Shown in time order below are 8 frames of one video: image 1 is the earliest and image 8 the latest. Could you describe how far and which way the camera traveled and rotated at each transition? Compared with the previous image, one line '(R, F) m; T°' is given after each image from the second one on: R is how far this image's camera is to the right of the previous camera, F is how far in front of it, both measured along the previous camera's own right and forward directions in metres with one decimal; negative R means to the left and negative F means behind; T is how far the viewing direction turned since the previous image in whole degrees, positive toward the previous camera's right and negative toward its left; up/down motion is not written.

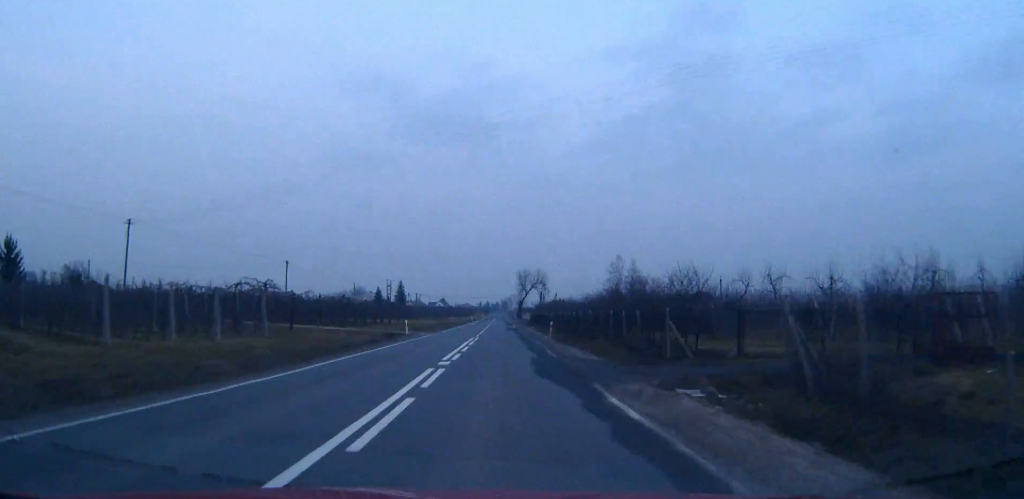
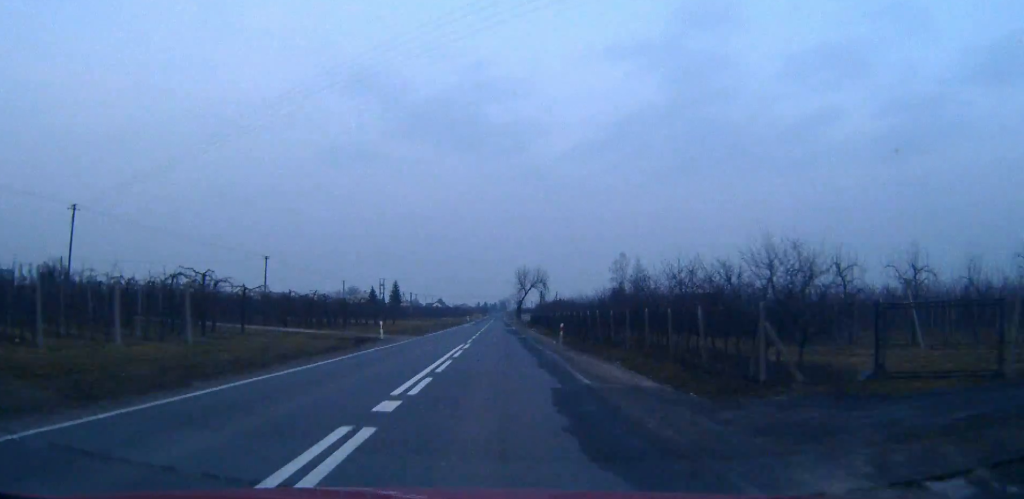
(0.0, +9.0) m; 0°
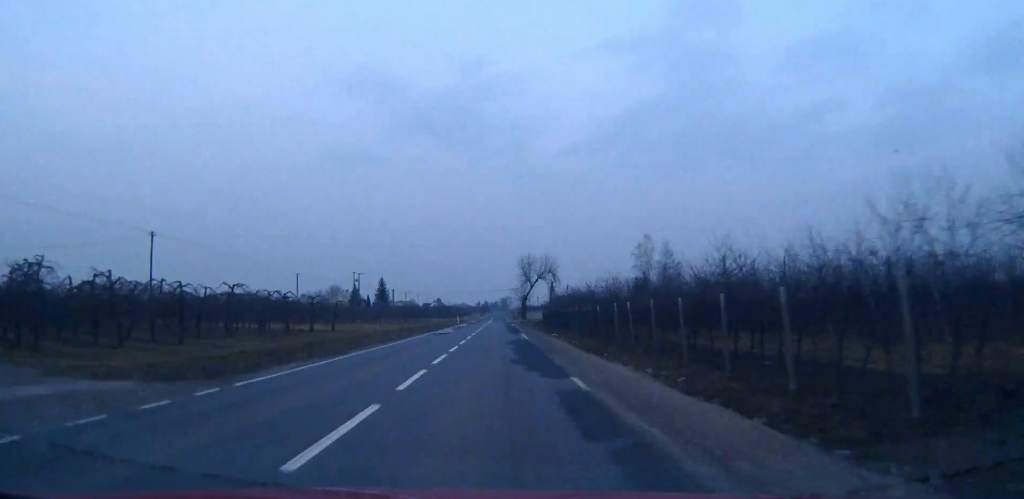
(+0.1, +33.9) m; 0°
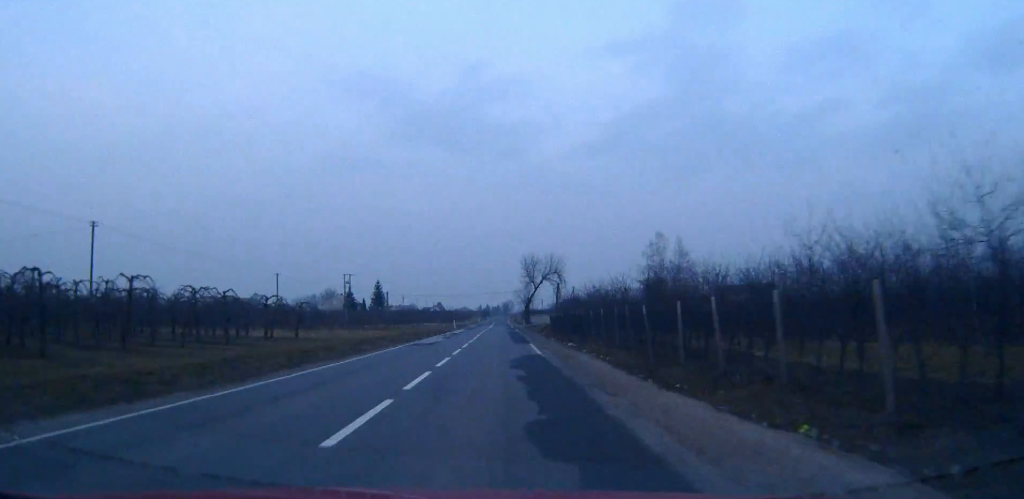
(0.0, +11.1) m; 0°
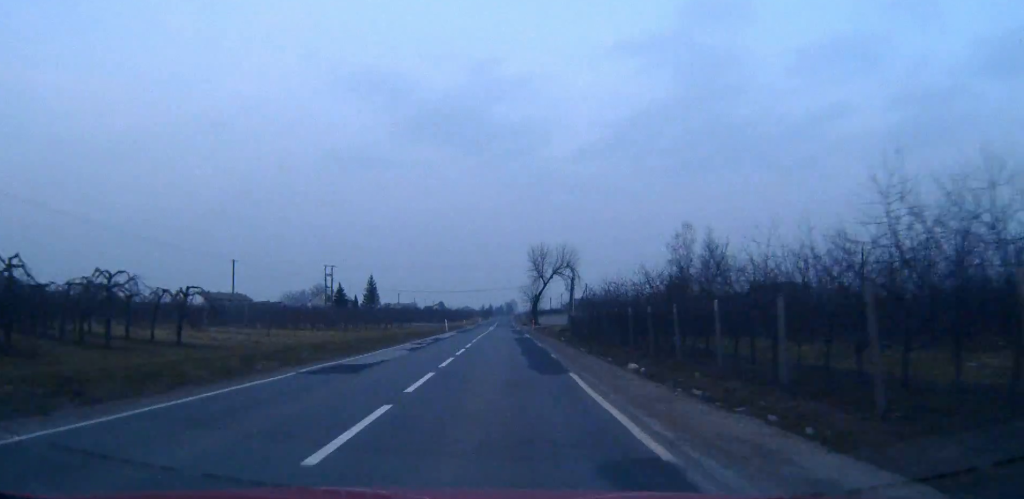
(-0.1, +18.9) m; 0°
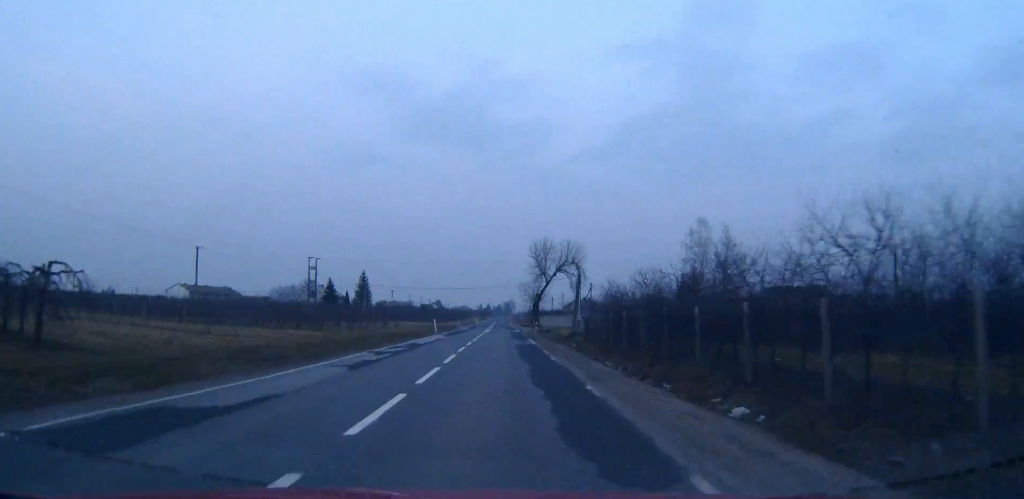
(0.0, +10.5) m; 0°
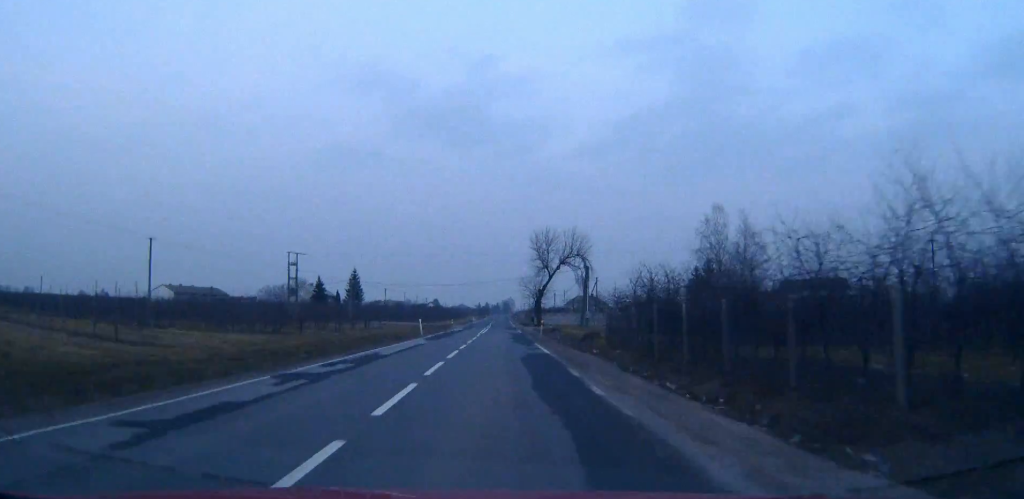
(0.0, +10.5) m; 0°
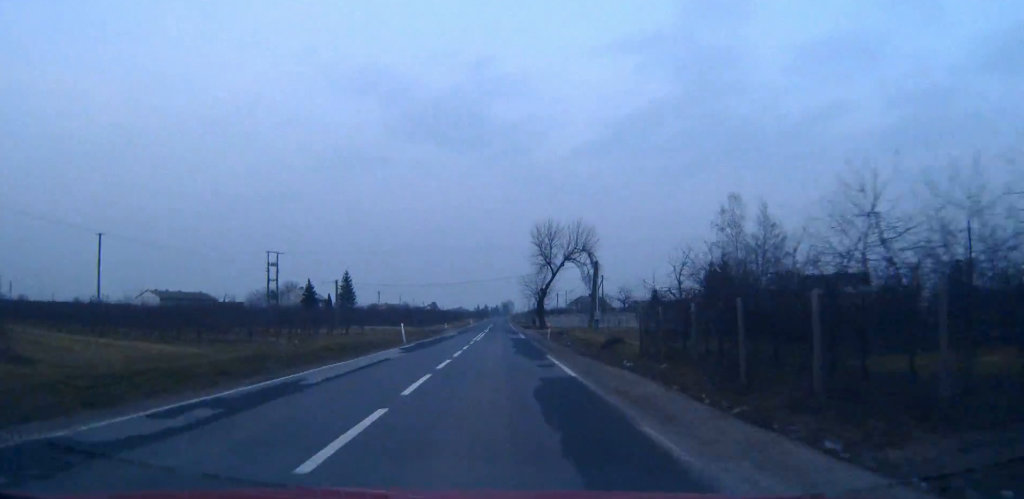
(0.0, +9.1) m; 0°
